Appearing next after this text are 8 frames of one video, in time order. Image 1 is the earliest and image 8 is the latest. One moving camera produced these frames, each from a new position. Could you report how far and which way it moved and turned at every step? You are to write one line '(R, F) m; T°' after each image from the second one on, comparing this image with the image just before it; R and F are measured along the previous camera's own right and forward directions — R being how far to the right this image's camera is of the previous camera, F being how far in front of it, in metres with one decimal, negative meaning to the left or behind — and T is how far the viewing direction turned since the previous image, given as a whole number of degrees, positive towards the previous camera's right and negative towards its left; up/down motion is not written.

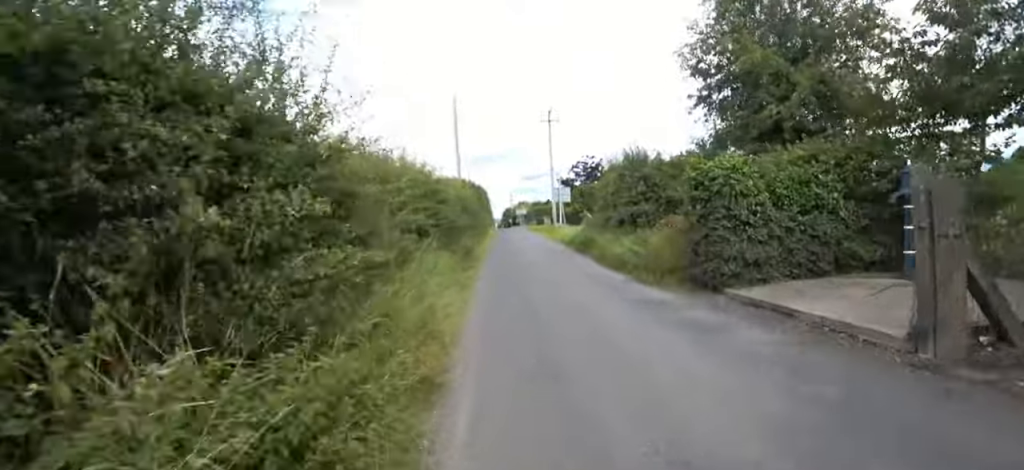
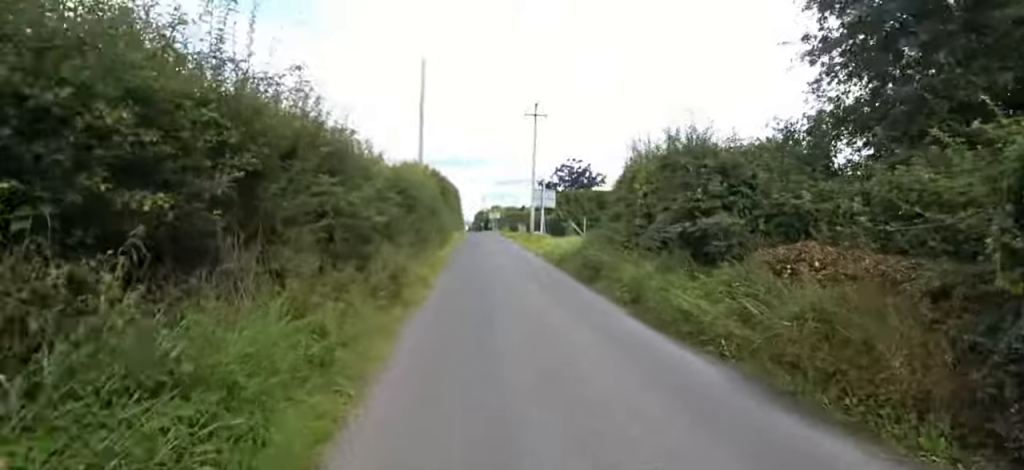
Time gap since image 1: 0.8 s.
(+0.2, +4.7) m; 0°
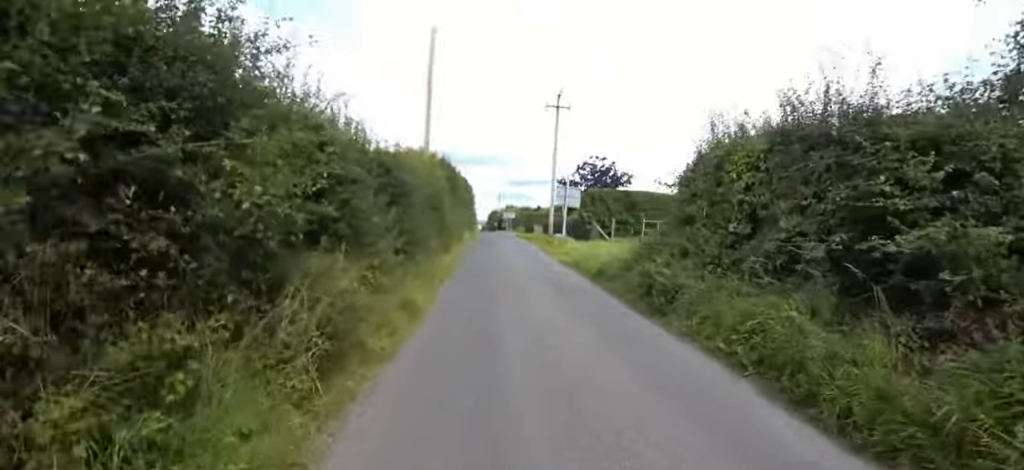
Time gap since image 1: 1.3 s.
(+0.7, +2.6) m; 0°
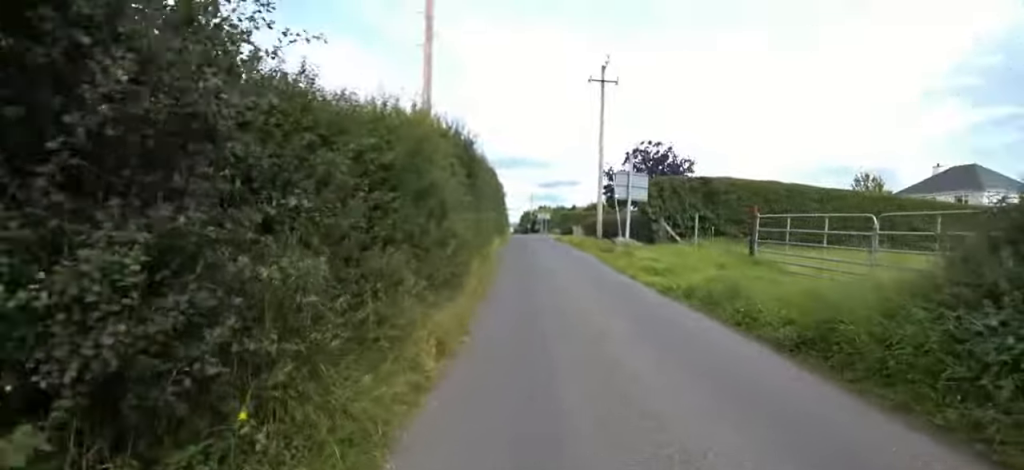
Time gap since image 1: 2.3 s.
(-1.2, +5.5) m; -16°
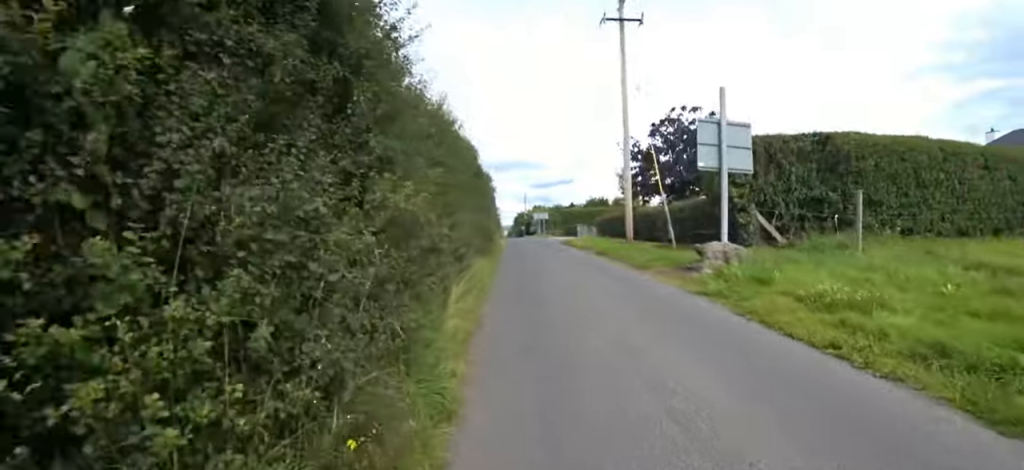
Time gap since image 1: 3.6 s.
(+0.4, +7.5) m; +13°
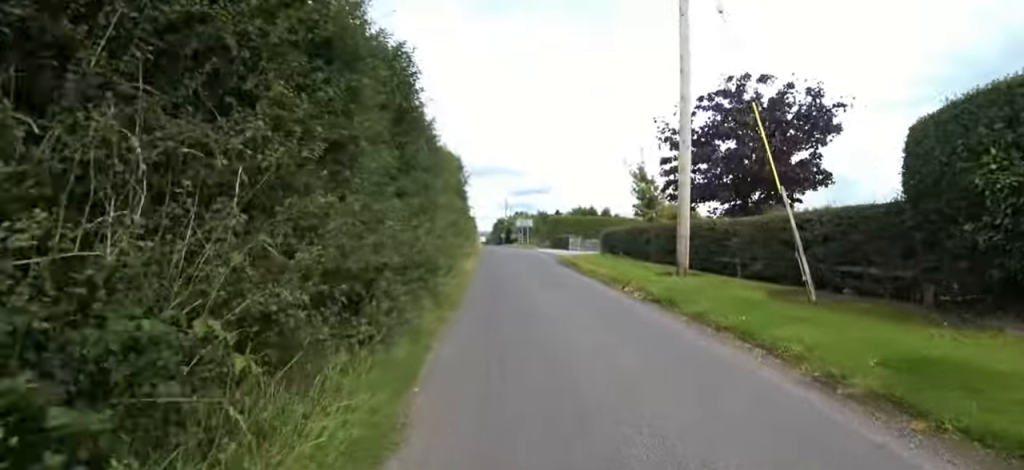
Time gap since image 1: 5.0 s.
(+0.3, +7.4) m; -10°
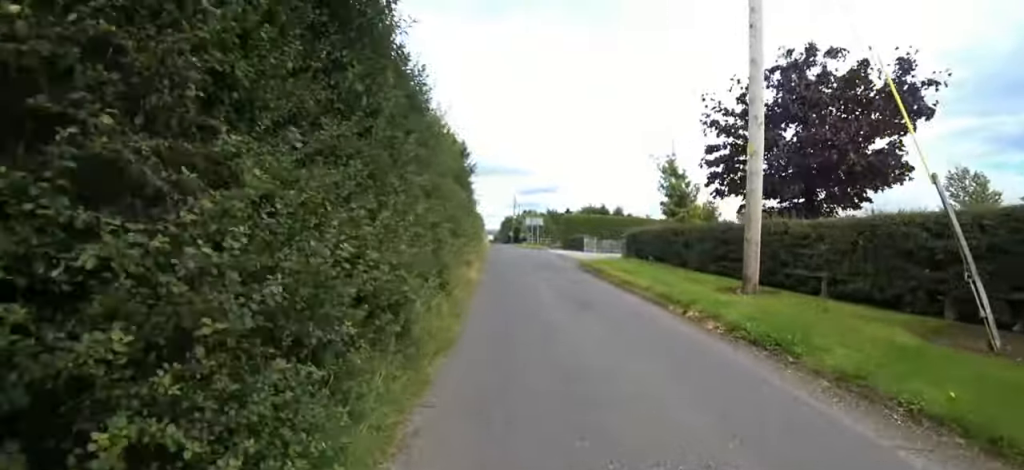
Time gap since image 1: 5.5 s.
(-0.2, +2.7) m; -3°
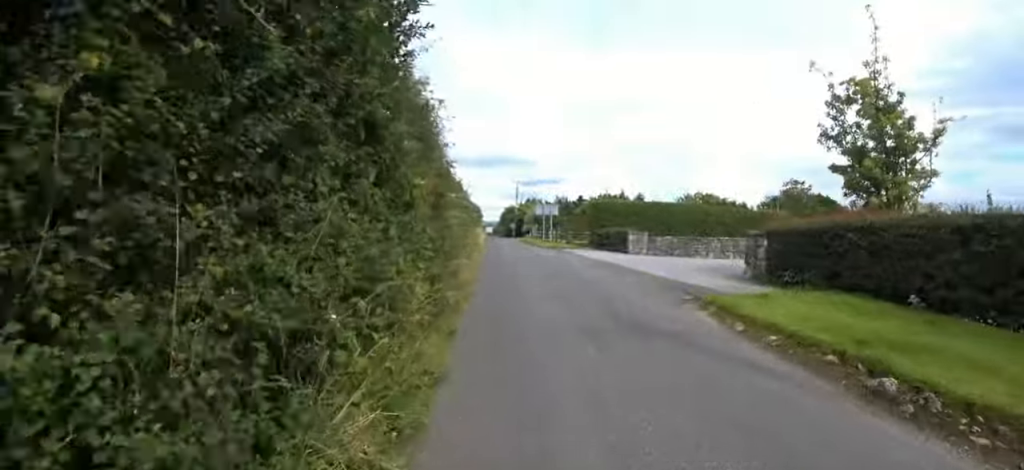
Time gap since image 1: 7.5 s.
(+2.2, +10.0) m; +10°
